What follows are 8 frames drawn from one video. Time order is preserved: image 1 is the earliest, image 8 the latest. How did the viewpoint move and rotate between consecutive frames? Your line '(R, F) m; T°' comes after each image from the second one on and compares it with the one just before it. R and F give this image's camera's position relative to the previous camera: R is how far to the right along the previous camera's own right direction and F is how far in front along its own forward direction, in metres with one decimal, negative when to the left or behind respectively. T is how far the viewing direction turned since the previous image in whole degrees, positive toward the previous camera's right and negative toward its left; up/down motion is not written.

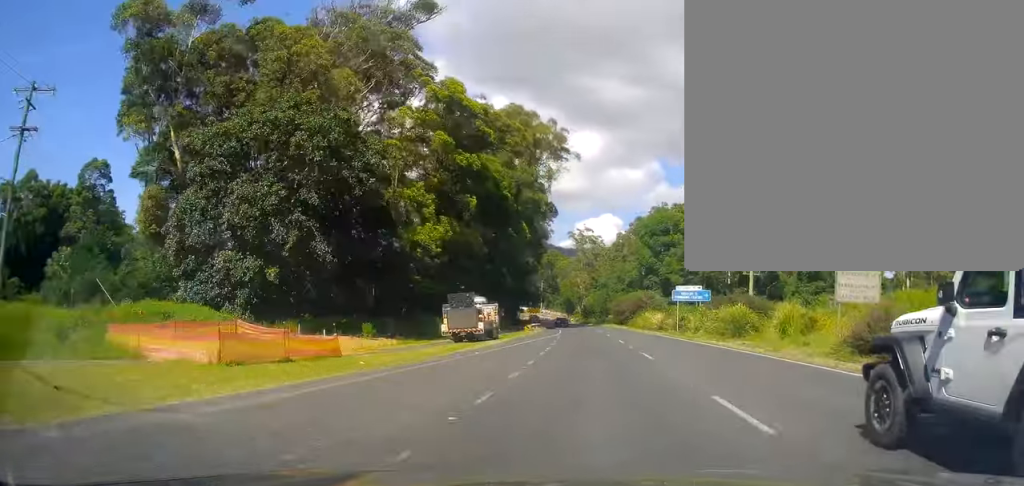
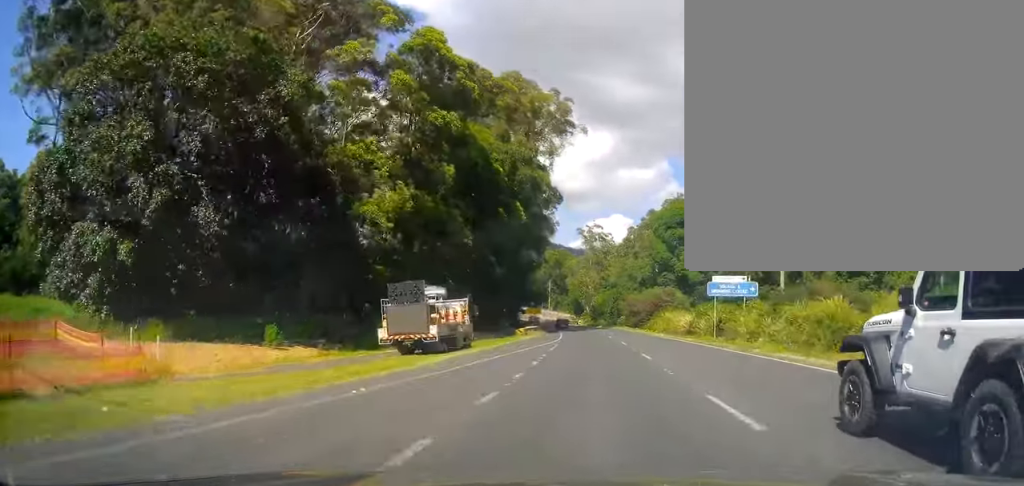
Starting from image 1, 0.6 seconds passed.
(0.0, +11.4) m; -1°
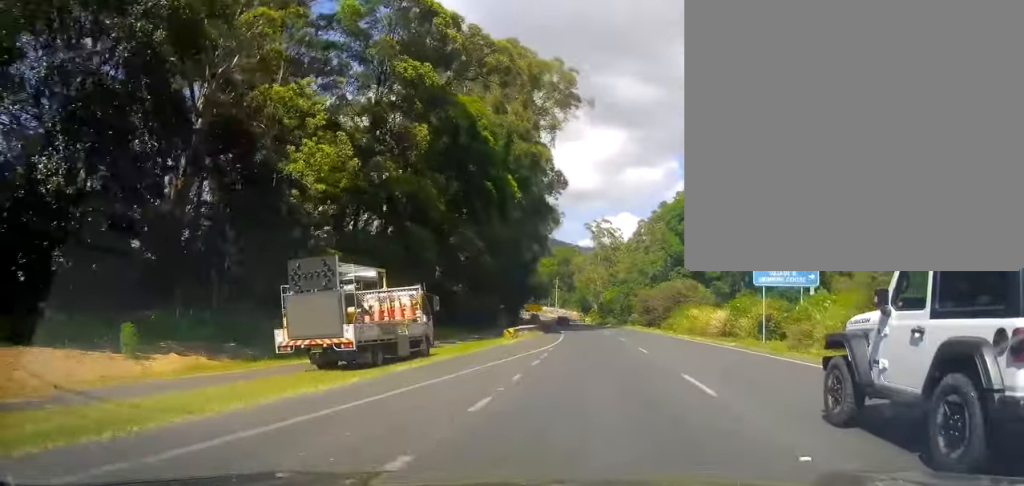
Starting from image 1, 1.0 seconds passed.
(-0.2, +8.7) m; -1°
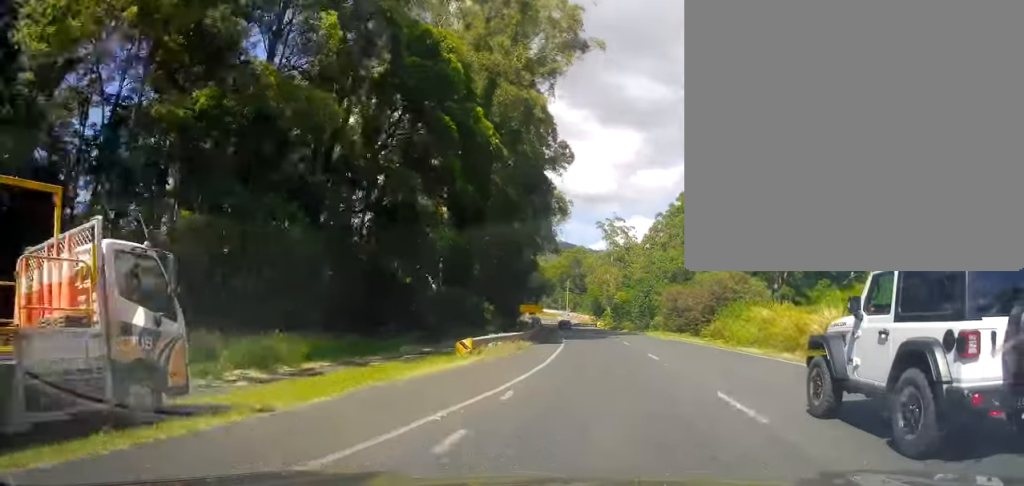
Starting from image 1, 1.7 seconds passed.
(-0.1, +14.0) m; 0°
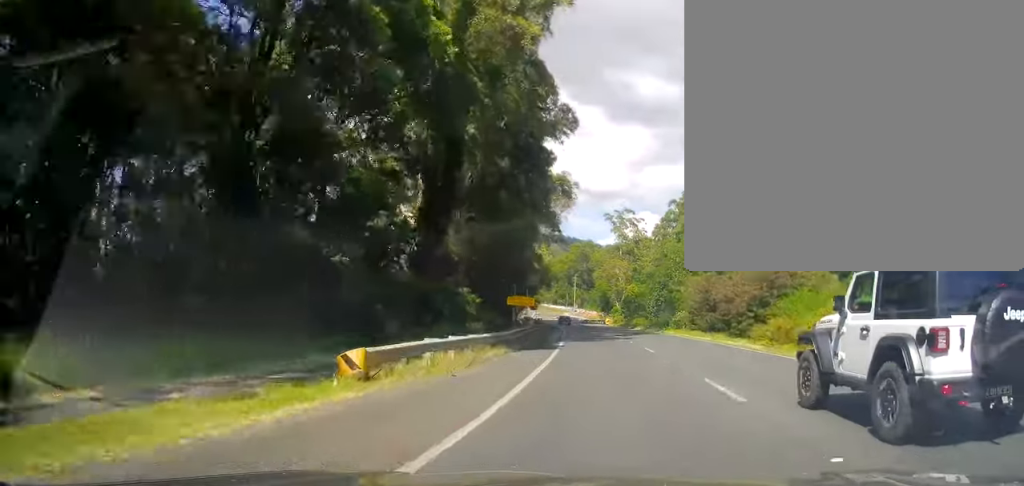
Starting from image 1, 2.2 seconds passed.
(0.0, +10.1) m; 0°
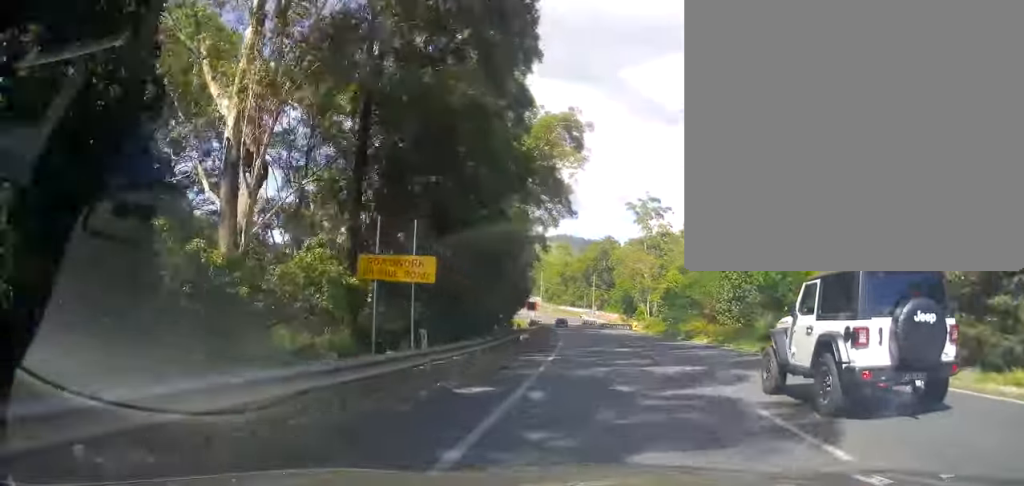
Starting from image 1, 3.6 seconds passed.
(0.0, +27.4) m; -2°
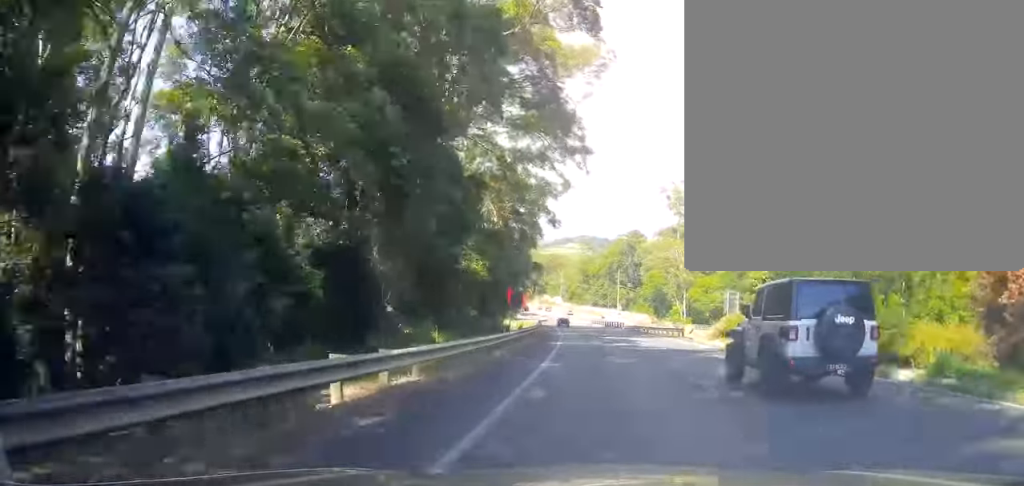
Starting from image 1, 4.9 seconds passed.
(-1.7, +27.0) m; -4°
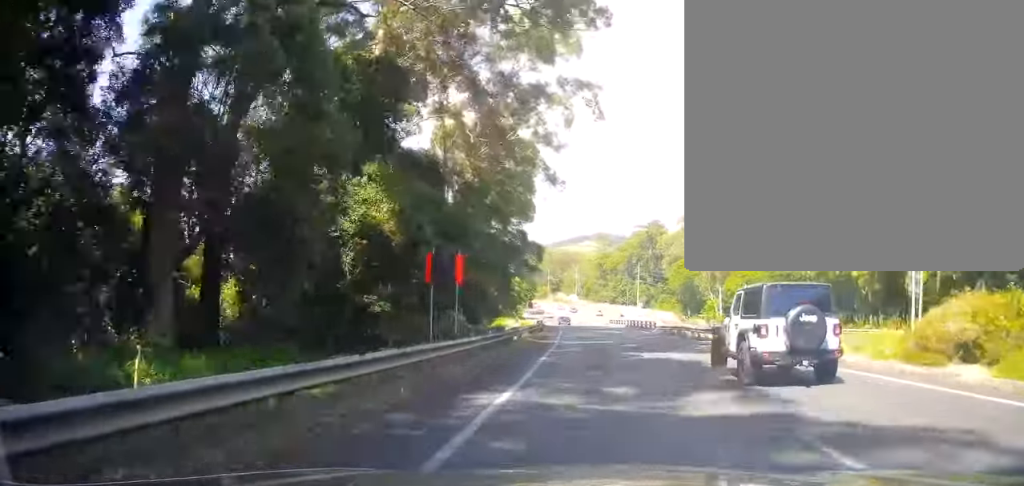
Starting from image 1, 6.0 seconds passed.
(+0.3, +21.5) m; 0°
